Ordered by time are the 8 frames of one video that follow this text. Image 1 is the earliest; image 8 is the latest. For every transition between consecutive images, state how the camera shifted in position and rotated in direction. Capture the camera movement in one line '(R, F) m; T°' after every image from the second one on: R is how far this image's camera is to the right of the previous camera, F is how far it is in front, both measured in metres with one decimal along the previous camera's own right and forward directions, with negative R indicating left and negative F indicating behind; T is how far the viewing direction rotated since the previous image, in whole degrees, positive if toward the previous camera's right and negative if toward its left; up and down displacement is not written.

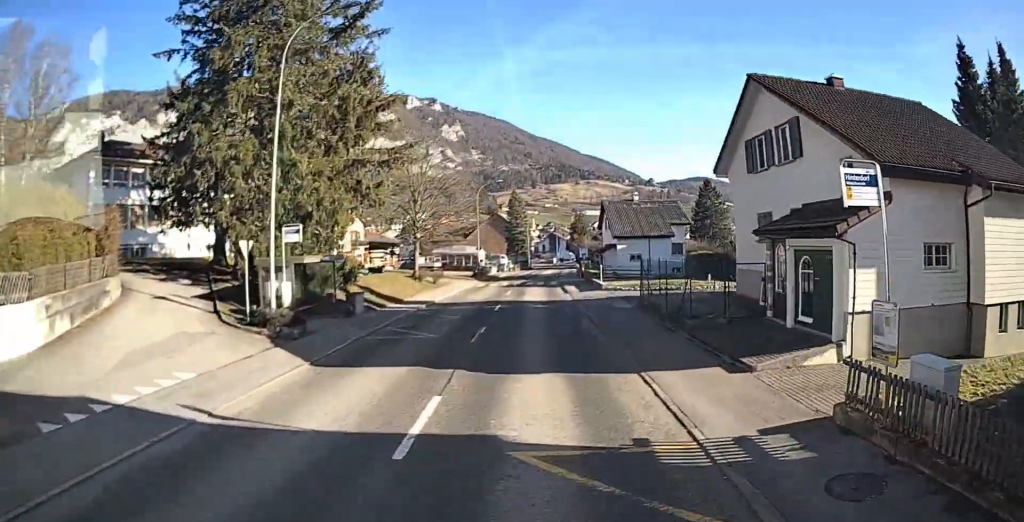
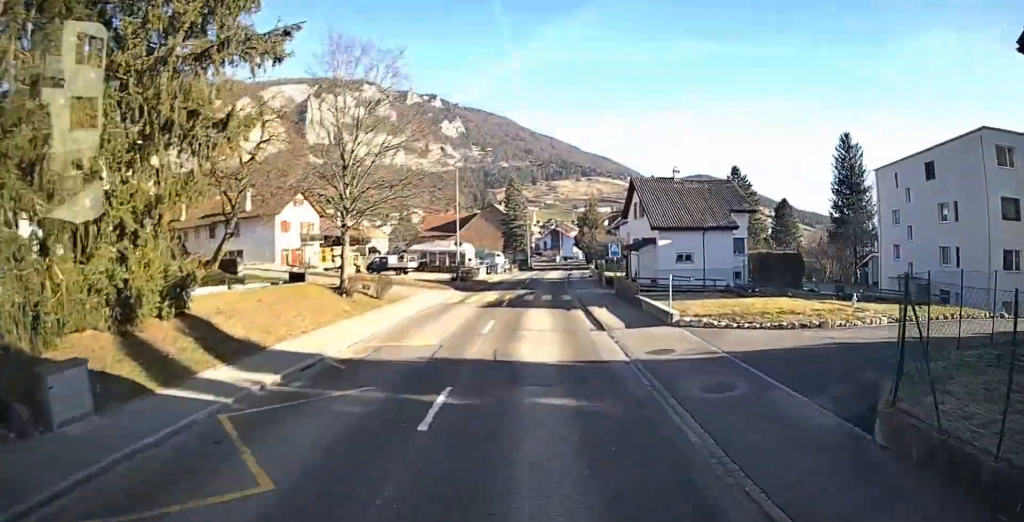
(0.0, +16.0) m; 0°
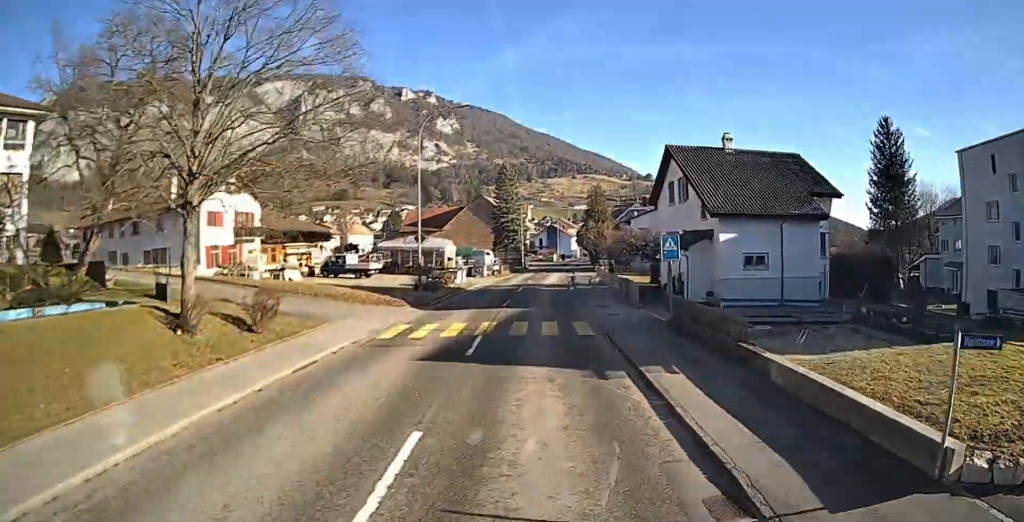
(0.0, +12.1) m; 0°
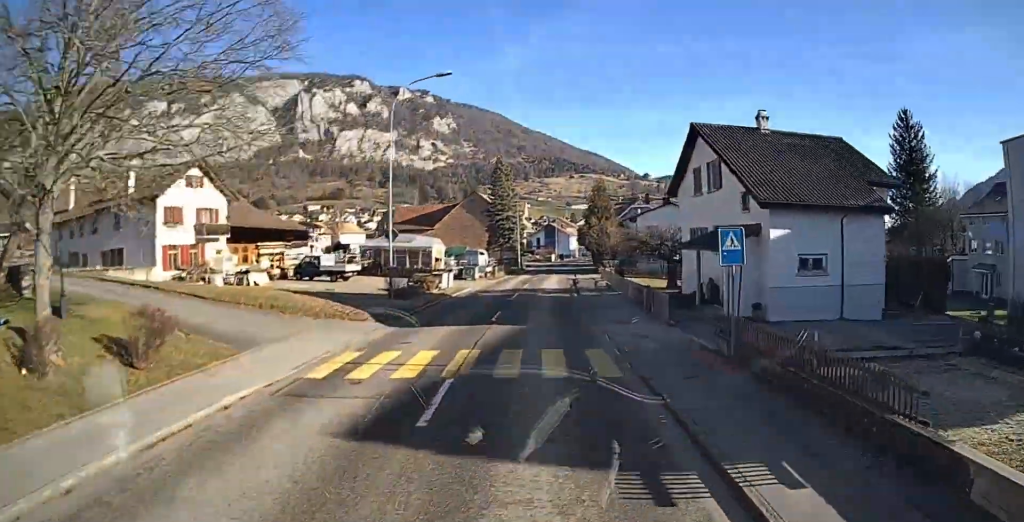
(0.0, +5.2) m; 0°
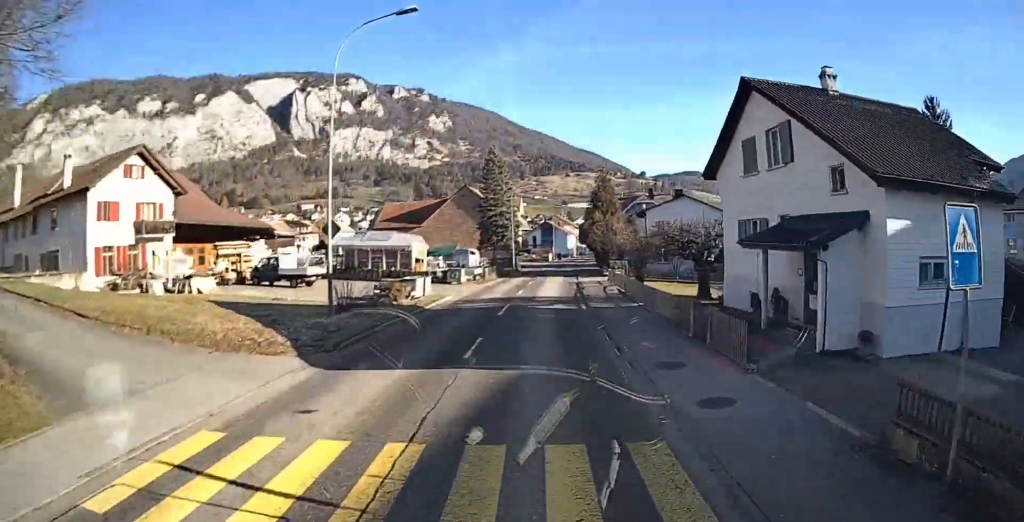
(0.0, +6.6) m; 0°
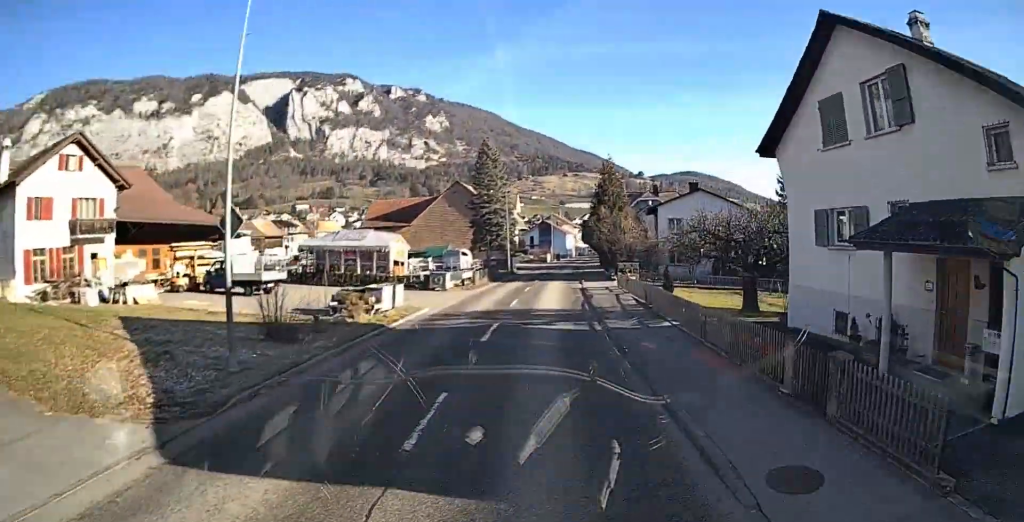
(0.0, +5.7) m; 0°
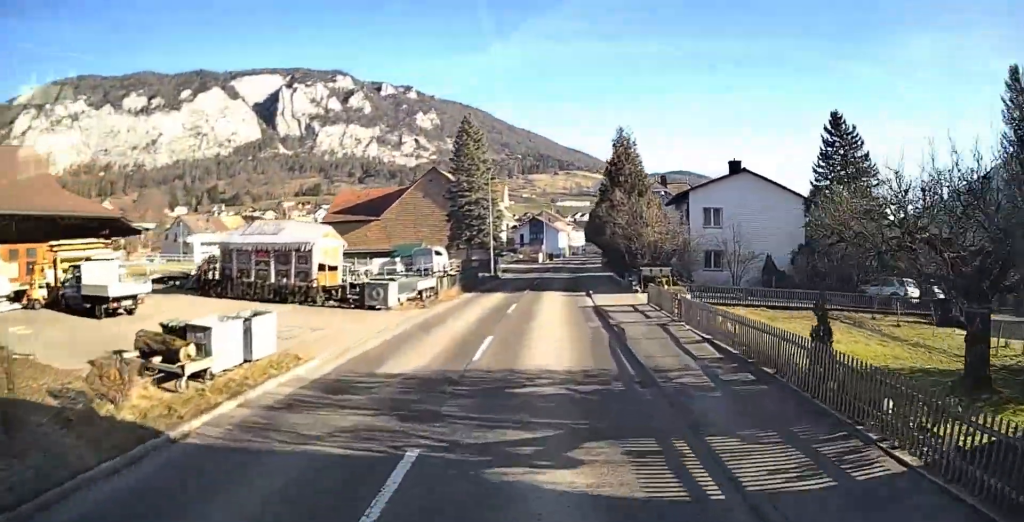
(0.0, +11.5) m; 0°
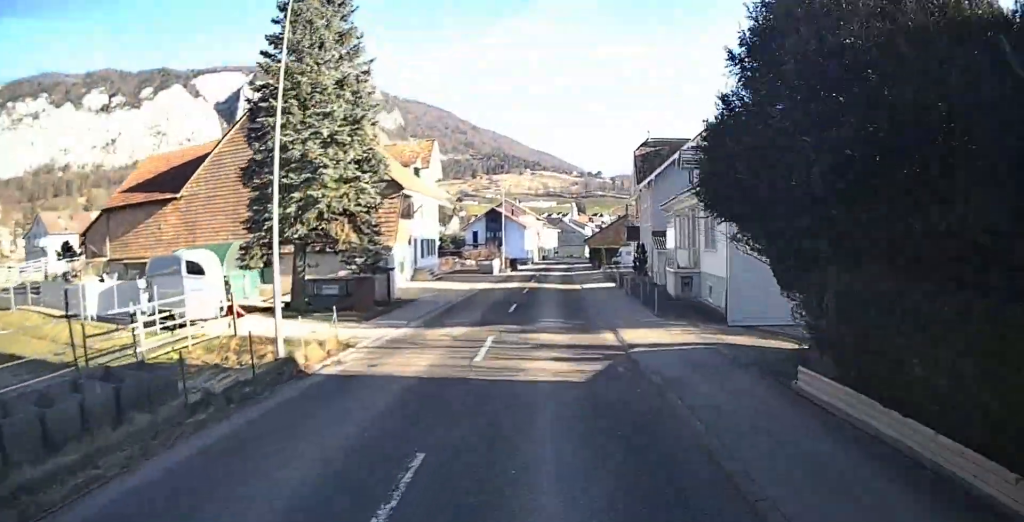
(+1.8, +34.4) m; +6°
